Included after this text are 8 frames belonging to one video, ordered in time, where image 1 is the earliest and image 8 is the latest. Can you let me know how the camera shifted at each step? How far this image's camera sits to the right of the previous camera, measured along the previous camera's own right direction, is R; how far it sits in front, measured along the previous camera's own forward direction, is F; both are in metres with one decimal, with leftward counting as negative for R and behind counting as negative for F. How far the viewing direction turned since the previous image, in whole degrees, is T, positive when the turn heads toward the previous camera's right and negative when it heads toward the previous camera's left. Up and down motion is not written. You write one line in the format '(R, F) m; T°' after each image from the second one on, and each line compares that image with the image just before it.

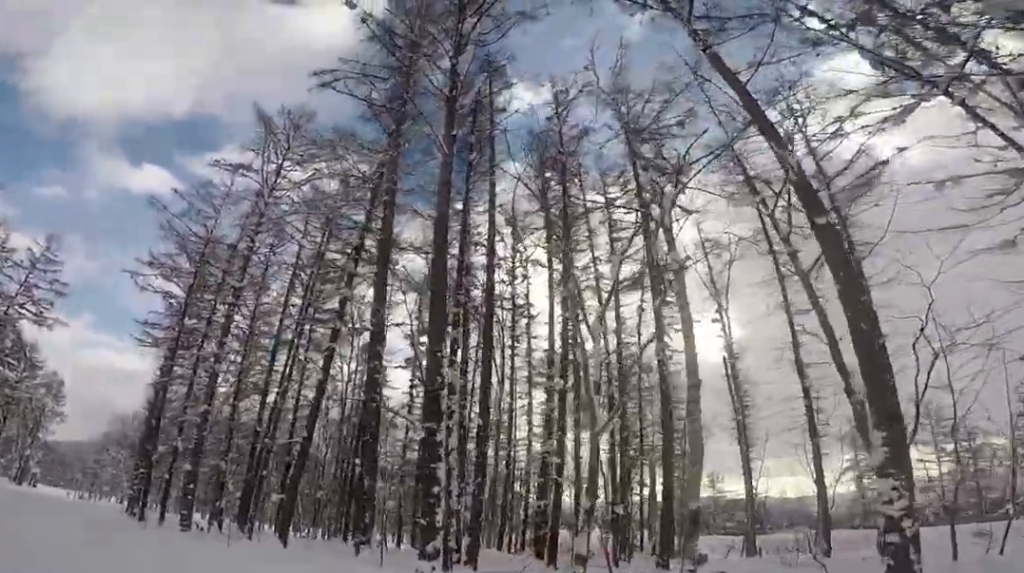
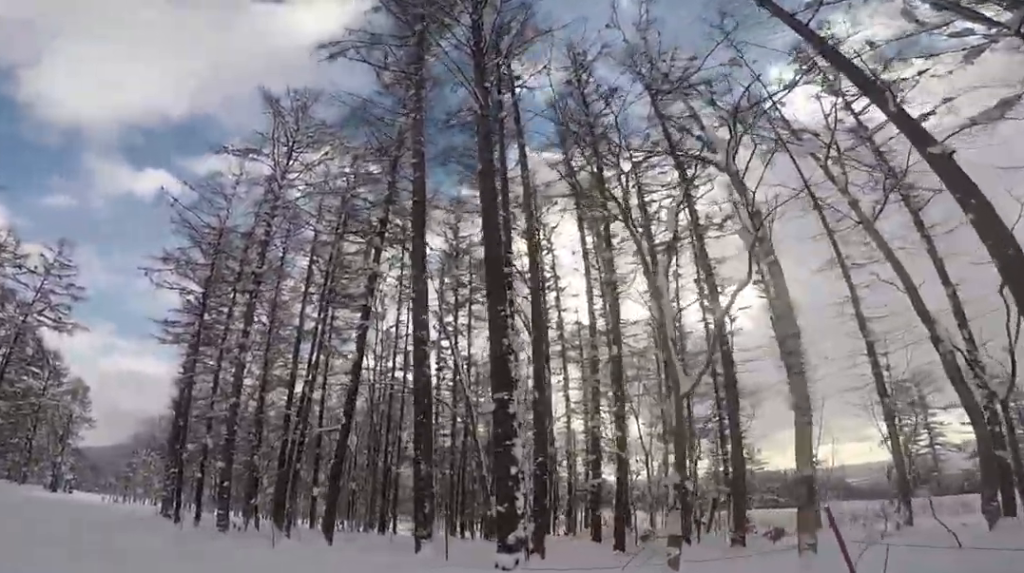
(0.0, +0.2) m; 0°
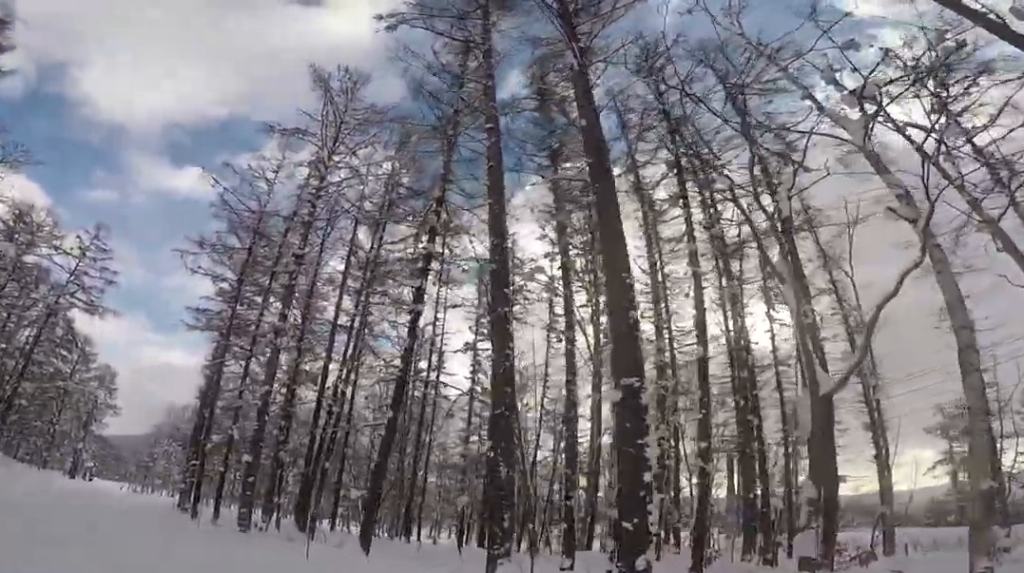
(0.0, +1.2) m; -1°
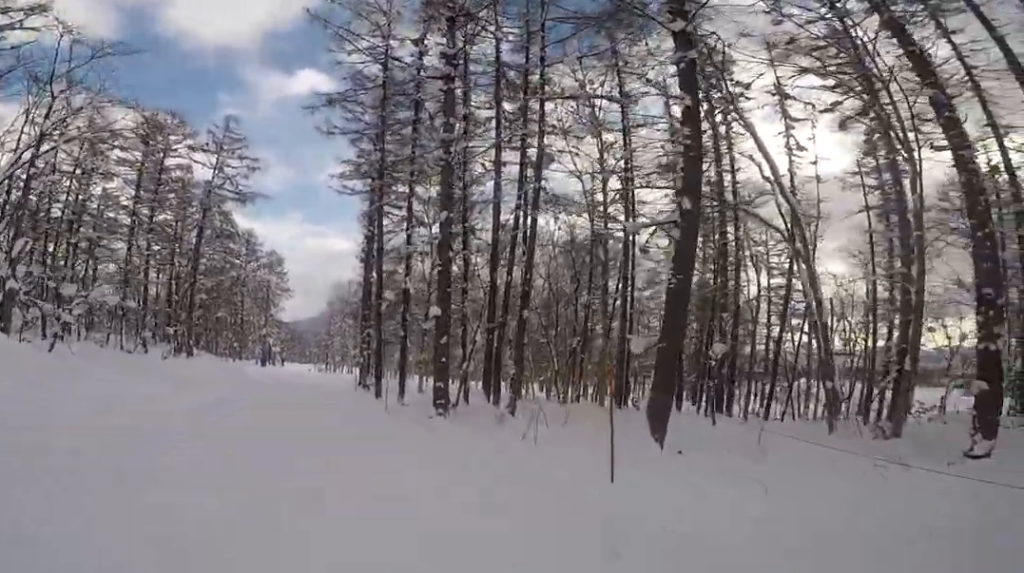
(-0.2, +5.9) m; -17°
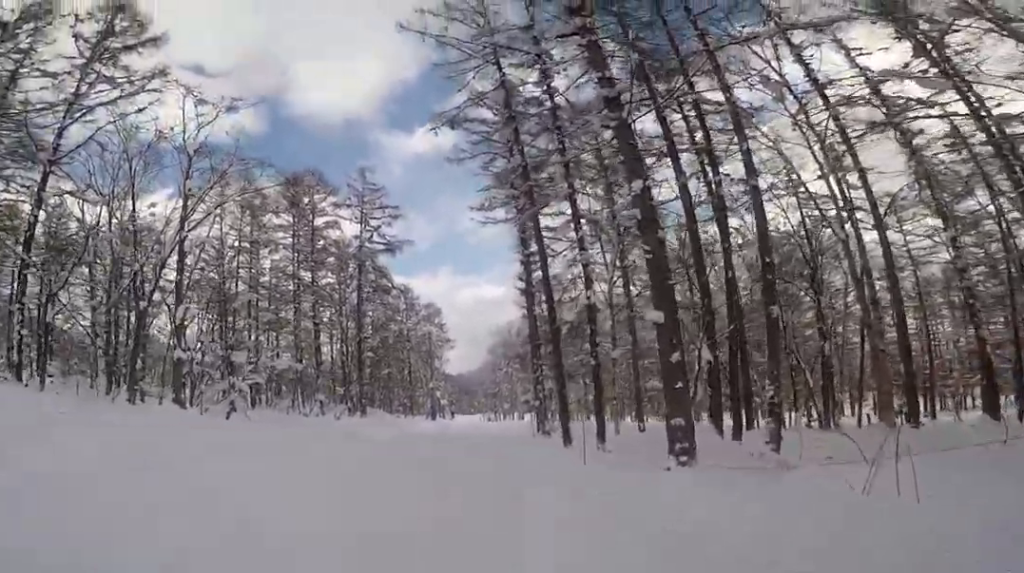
(-0.9, +3.7) m; -4°
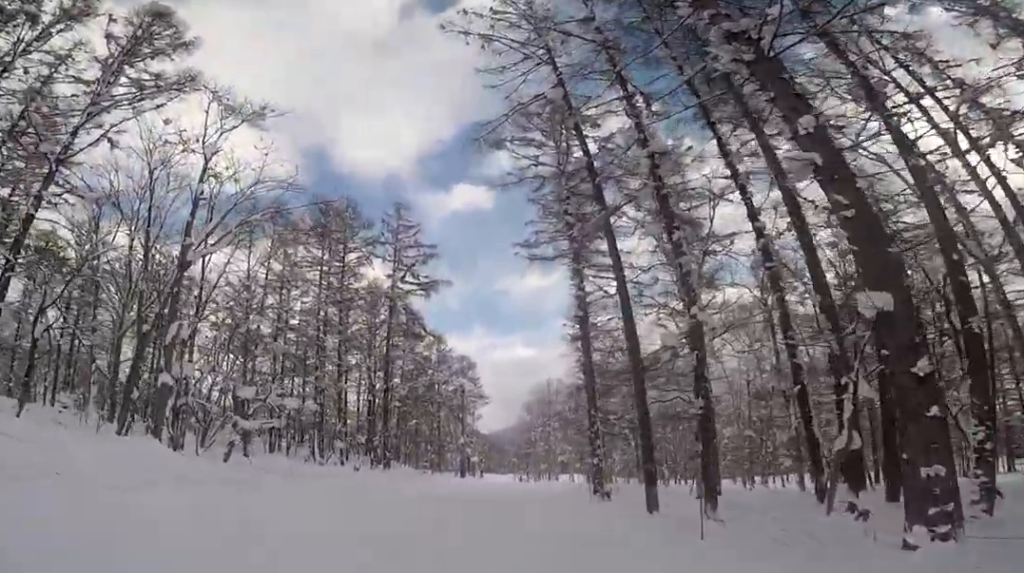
(+0.6, +3.7) m; +15°
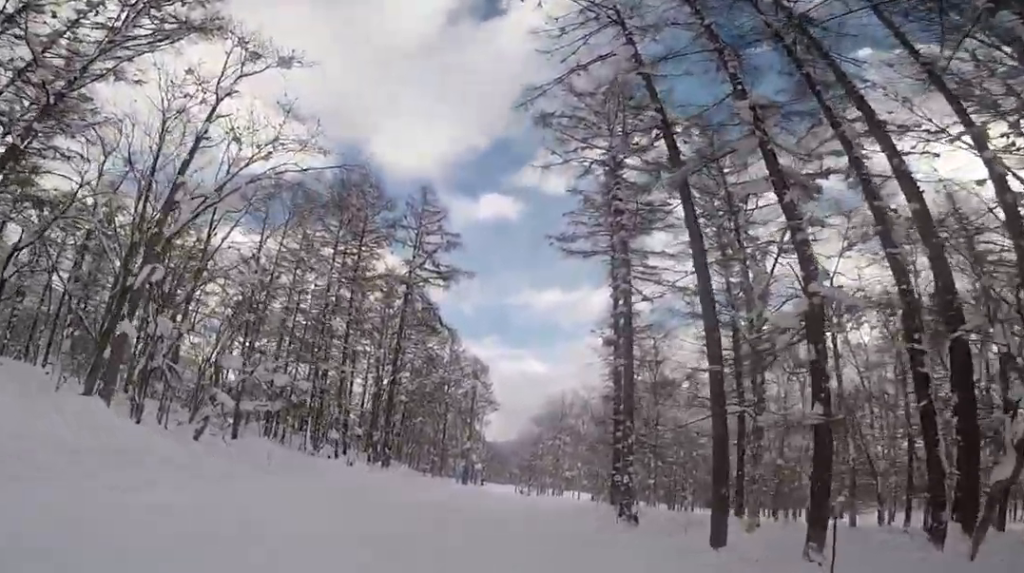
(+0.3, +3.0) m; +5°
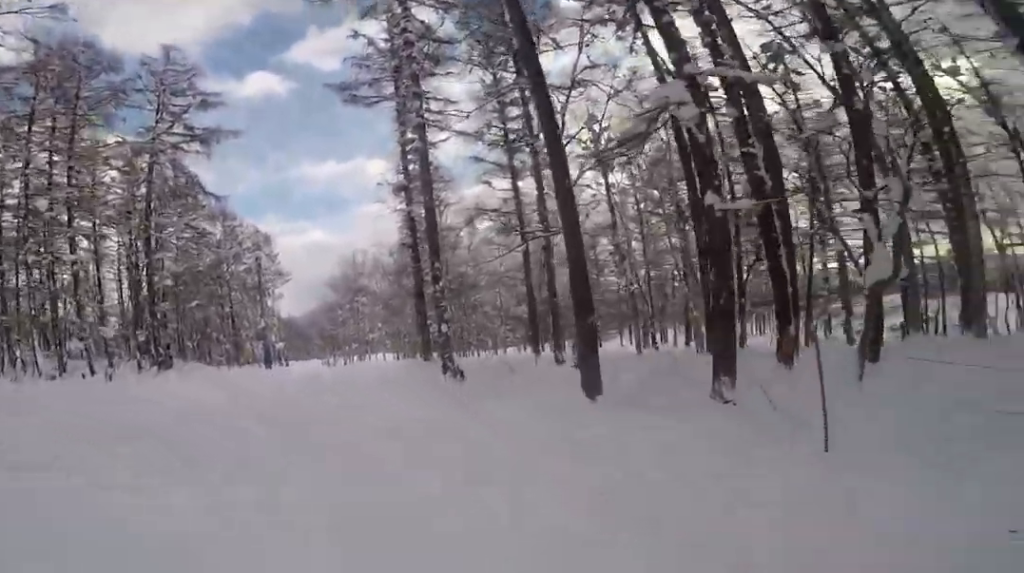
(+0.1, +3.7) m; +2°
